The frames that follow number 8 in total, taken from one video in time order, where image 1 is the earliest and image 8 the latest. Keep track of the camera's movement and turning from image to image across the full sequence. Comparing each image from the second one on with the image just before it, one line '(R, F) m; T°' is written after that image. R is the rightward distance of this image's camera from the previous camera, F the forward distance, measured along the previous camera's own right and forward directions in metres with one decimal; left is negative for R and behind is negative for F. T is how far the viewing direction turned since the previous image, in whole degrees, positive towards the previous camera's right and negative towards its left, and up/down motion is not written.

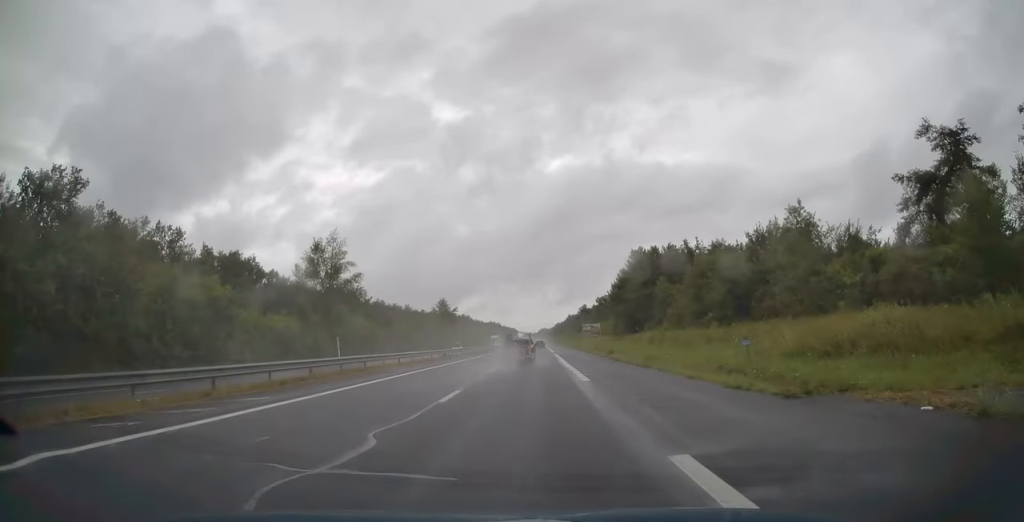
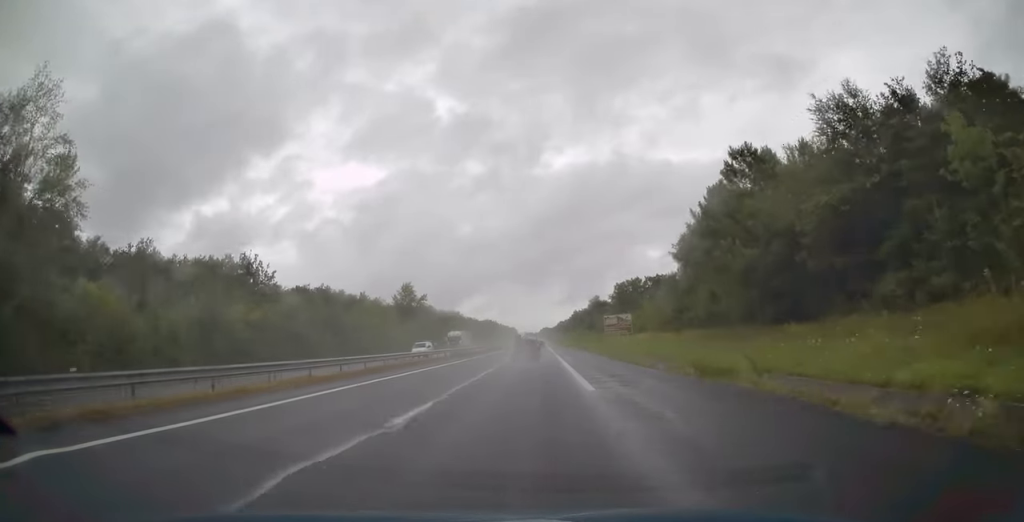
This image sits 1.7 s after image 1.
(-0.1, +55.8) m; 0°
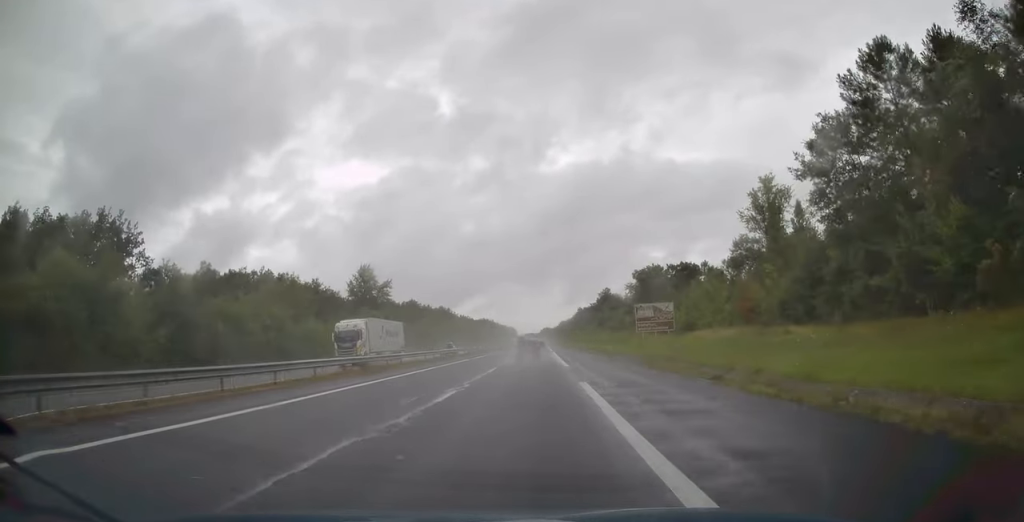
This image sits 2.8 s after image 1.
(0.0, +35.5) m; 0°
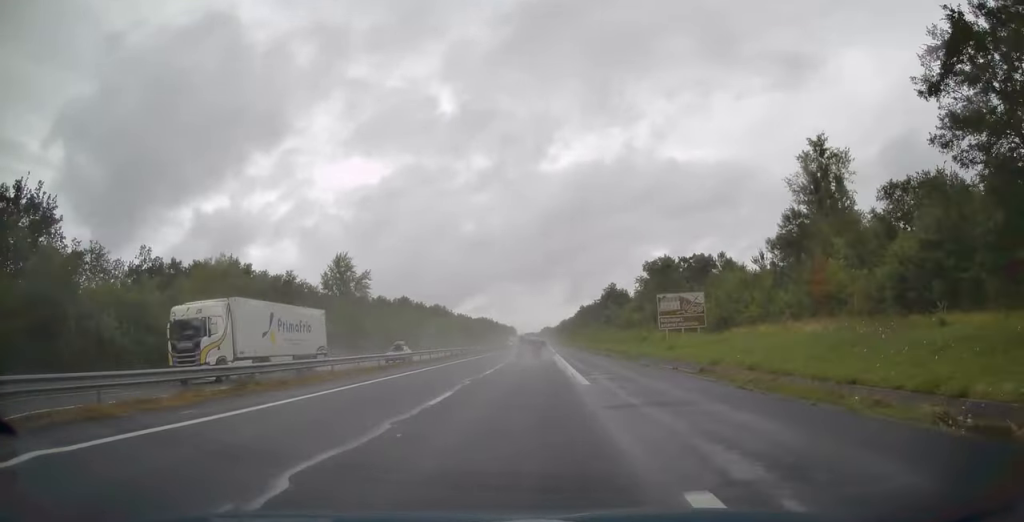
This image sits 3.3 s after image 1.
(0.0, +14.0) m; 0°
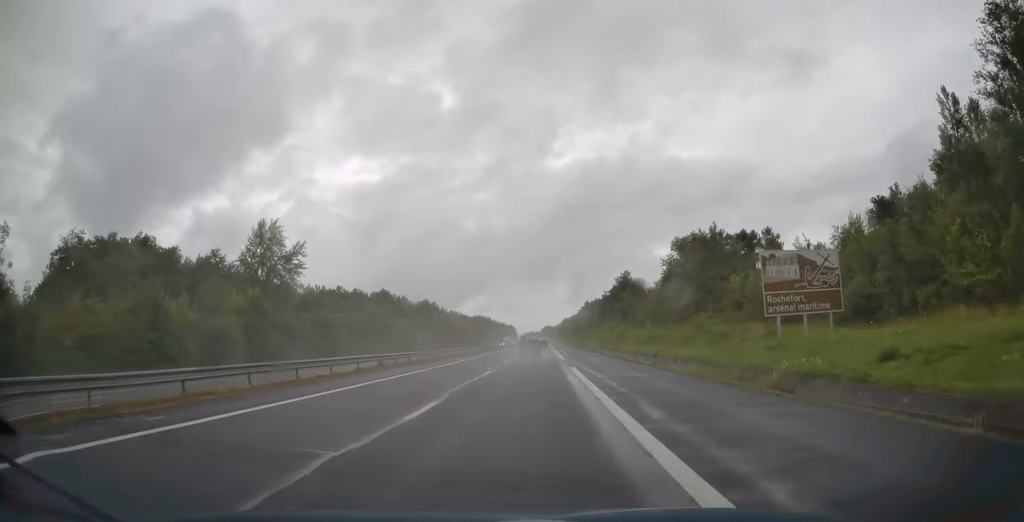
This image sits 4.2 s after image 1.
(-0.1, +28.5) m; 0°
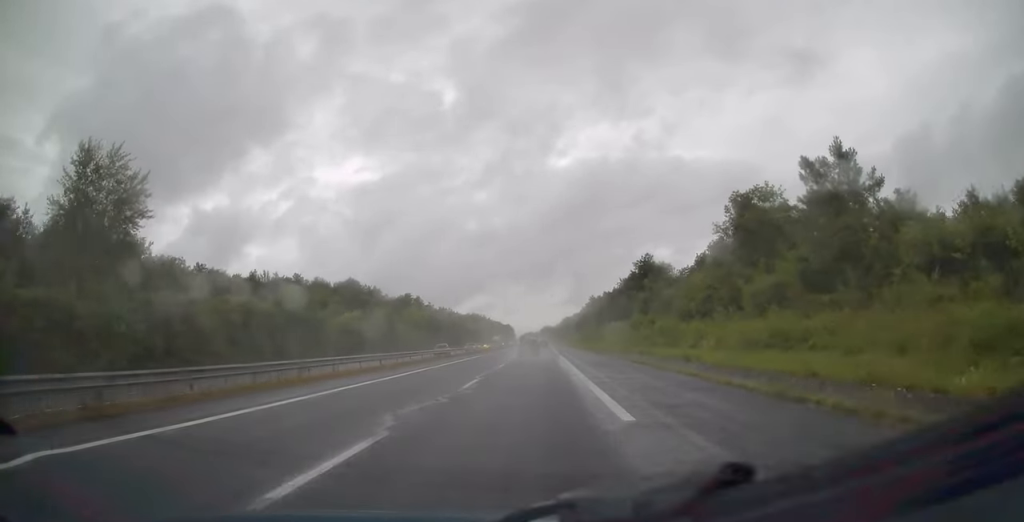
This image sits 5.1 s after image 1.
(0.0, +31.6) m; 0°
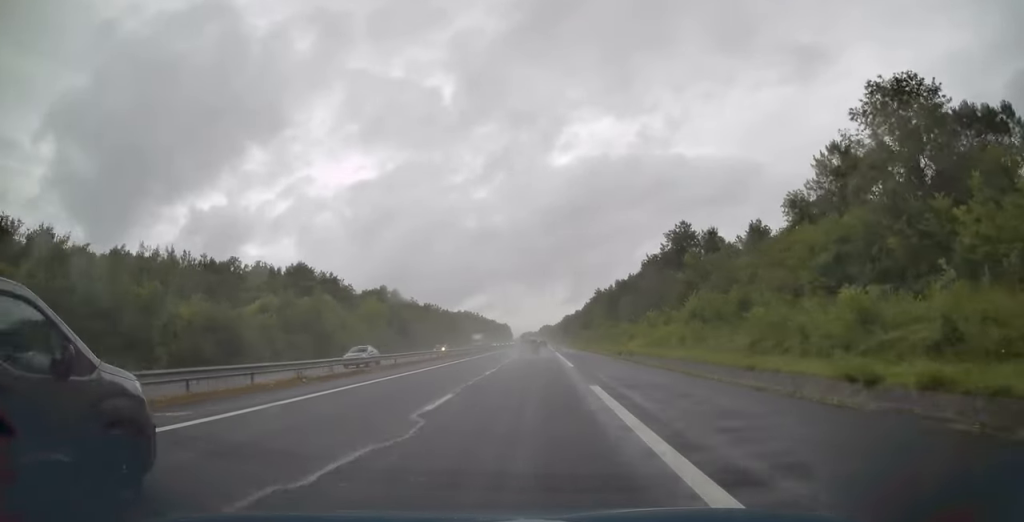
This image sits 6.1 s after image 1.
(0.0, +32.1) m; 0°
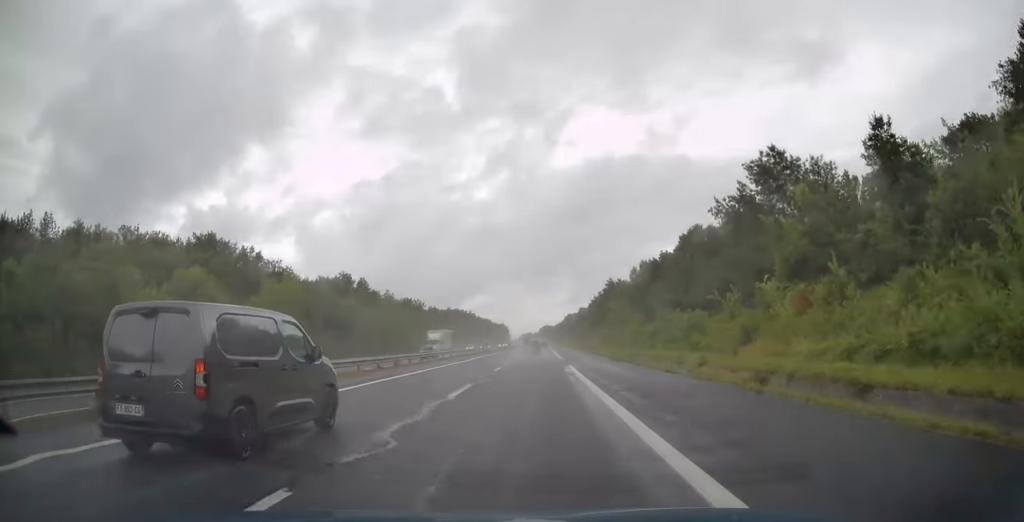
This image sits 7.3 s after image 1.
(0.0, +35.9) m; 0°
